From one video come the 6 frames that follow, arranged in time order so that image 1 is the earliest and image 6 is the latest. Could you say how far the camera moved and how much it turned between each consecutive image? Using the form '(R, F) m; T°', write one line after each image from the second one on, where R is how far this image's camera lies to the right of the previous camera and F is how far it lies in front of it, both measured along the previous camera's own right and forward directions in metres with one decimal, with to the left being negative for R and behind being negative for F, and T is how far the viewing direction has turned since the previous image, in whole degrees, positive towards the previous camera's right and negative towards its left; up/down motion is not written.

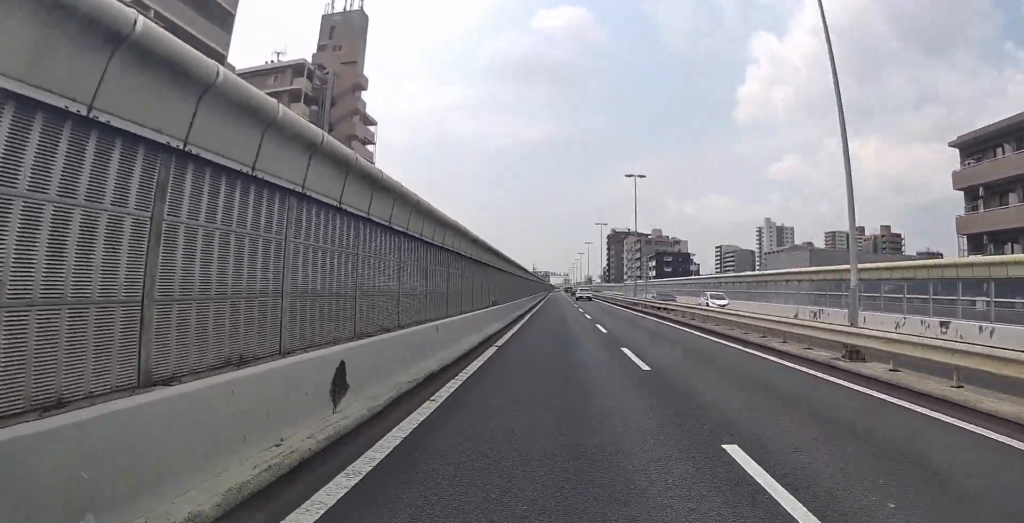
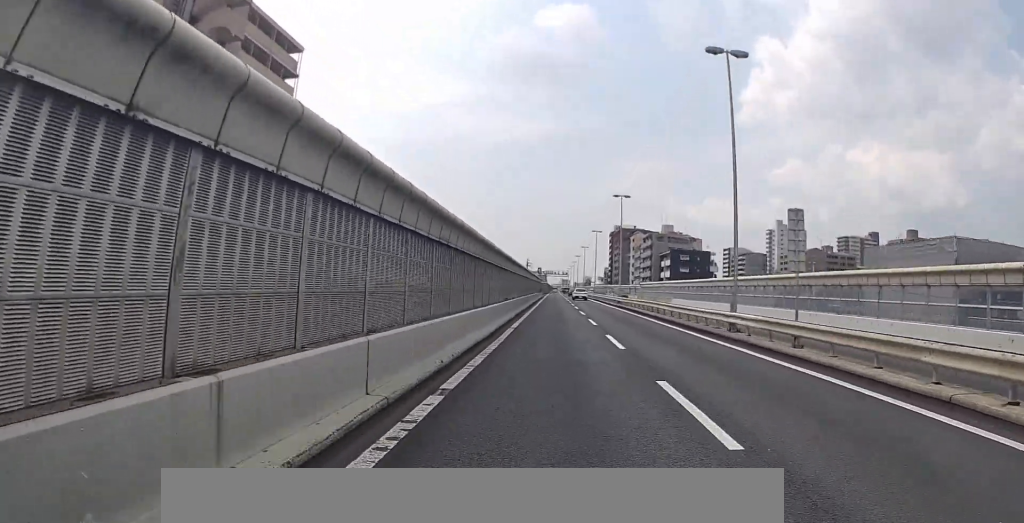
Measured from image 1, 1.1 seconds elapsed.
(+0.1, +24.9) m; +2°
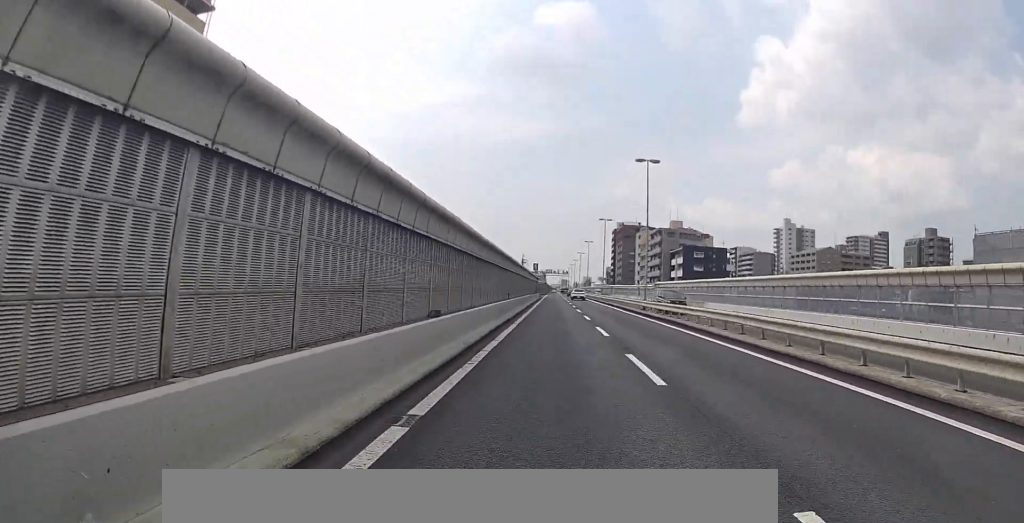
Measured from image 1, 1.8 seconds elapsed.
(+0.5, +15.6) m; 0°
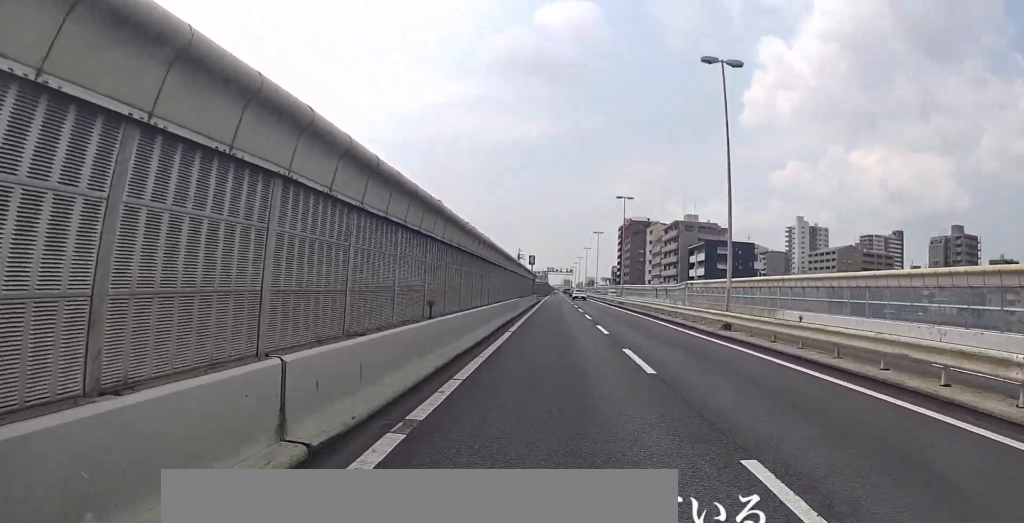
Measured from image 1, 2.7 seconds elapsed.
(-0.1, +18.7) m; -1°
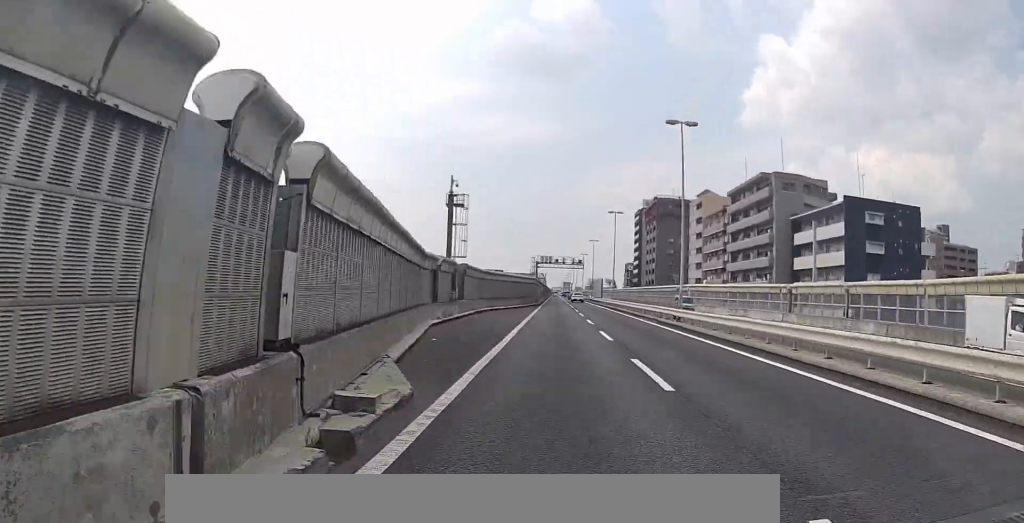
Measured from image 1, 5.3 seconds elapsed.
(-0.1, +60.1) m; -1°
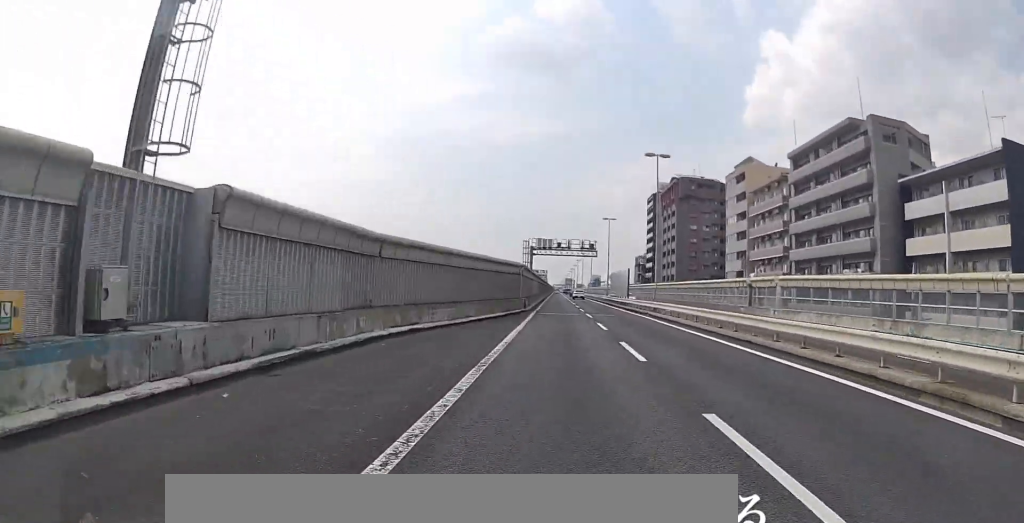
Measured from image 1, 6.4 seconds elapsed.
(-0.3, +25.8) m; +1°
